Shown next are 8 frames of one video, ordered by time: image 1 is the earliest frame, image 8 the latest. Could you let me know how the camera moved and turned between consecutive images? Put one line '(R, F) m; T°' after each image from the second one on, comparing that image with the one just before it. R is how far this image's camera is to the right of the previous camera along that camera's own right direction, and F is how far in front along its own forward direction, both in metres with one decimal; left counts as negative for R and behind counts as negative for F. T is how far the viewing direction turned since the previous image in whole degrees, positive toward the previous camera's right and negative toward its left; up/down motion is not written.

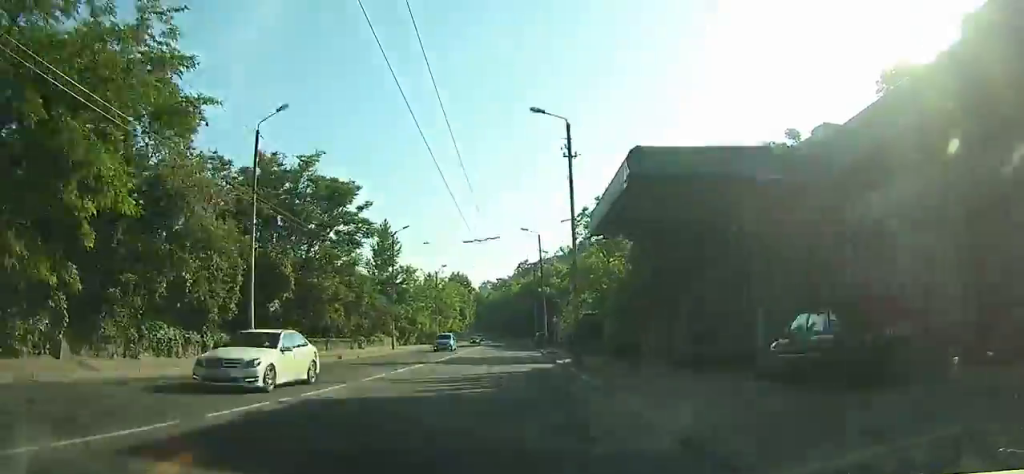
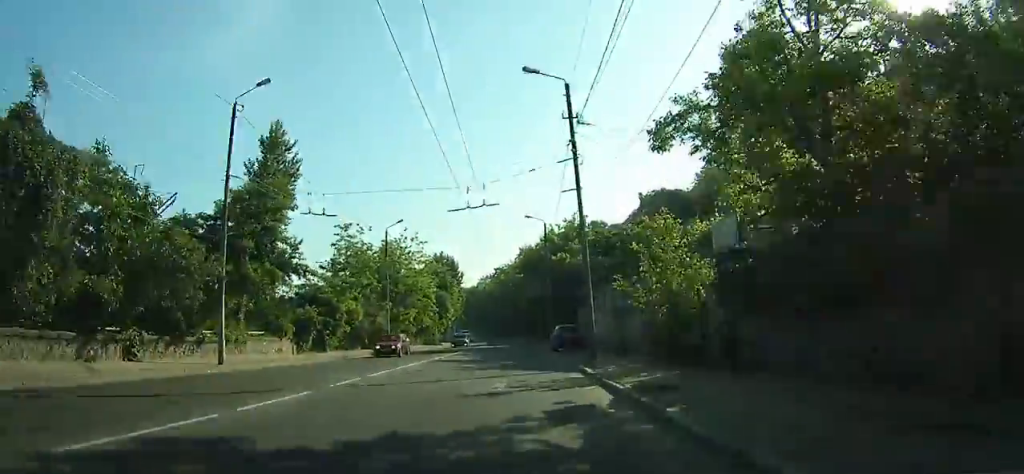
(+0.2, +31.7) m; 0°
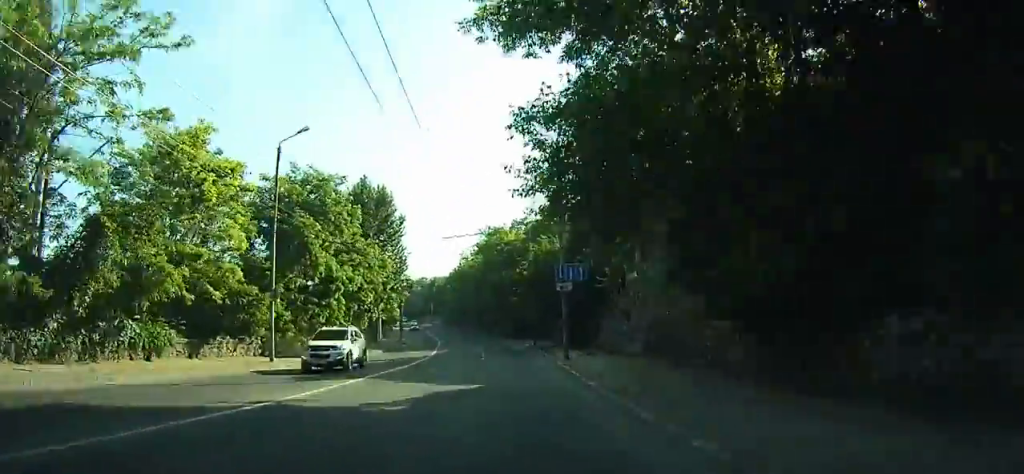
(-0.5, +50.8) m; -2°
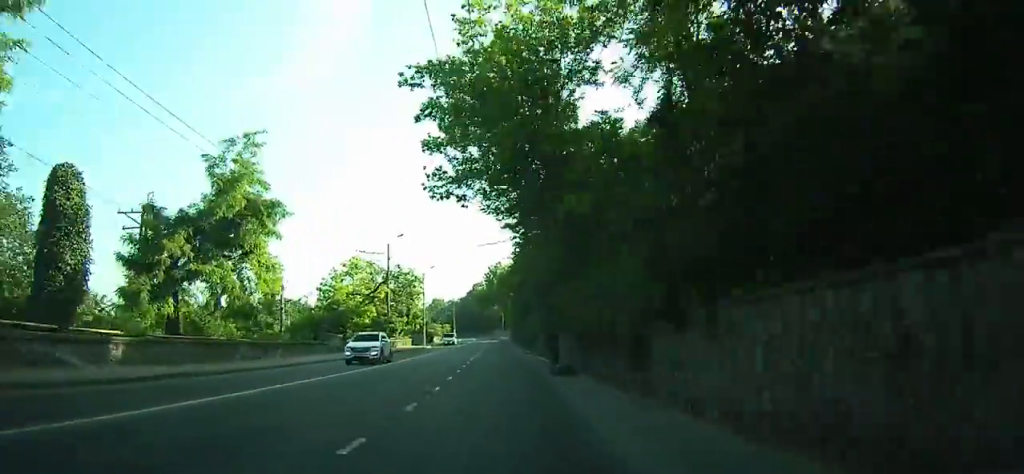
(-3.7, +75.7) m; -7°
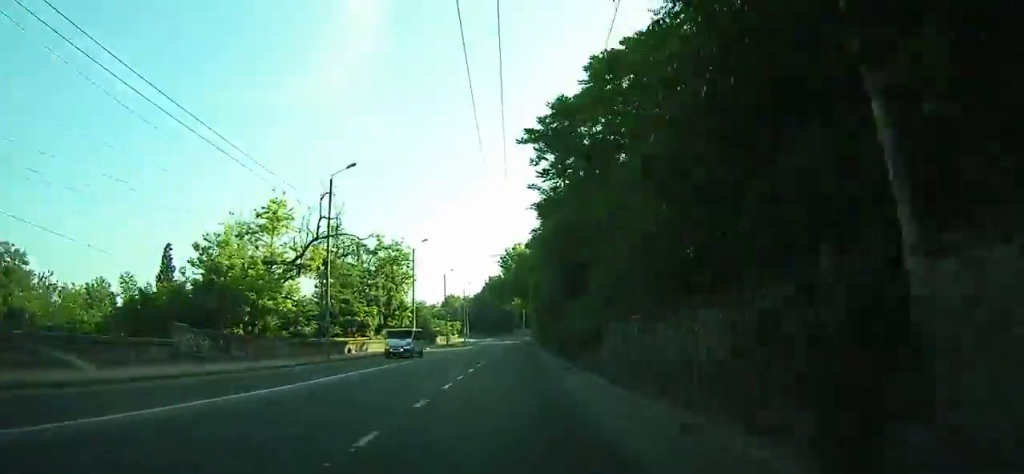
(-0.8, +24.1) m; -2°
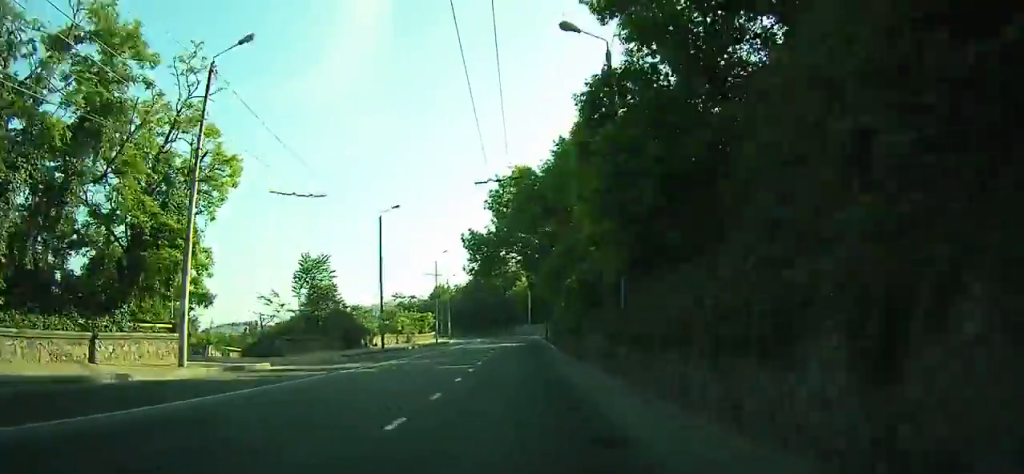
(-1.0, +41.5) m; -1°
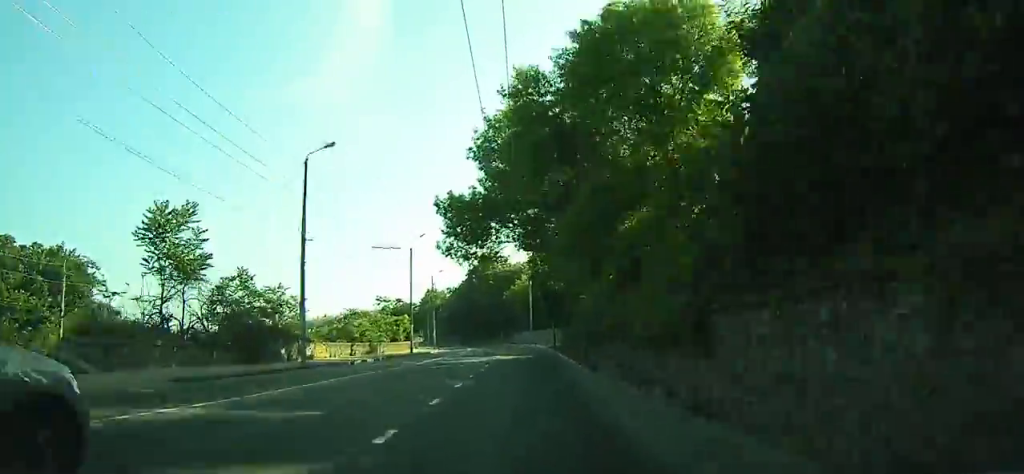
(0.0, +17.5) m; 0°
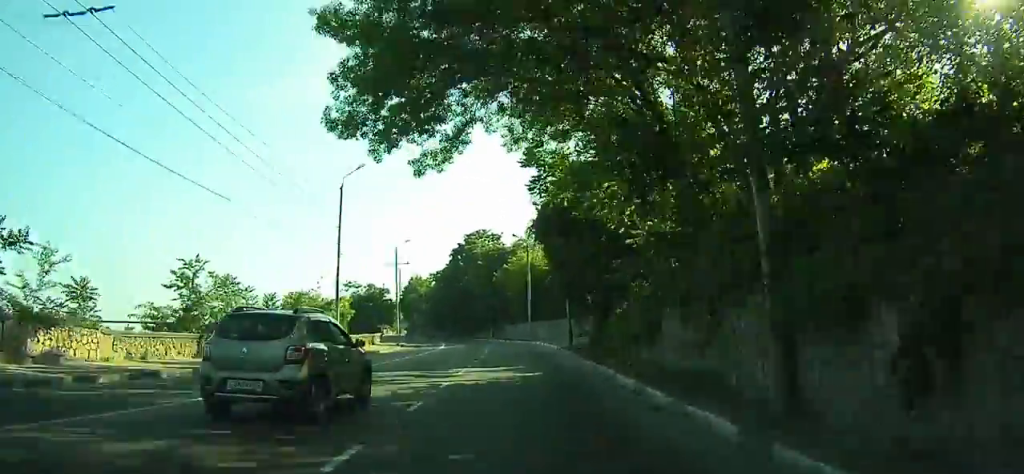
(+0.3, +22.2) m; -1°
